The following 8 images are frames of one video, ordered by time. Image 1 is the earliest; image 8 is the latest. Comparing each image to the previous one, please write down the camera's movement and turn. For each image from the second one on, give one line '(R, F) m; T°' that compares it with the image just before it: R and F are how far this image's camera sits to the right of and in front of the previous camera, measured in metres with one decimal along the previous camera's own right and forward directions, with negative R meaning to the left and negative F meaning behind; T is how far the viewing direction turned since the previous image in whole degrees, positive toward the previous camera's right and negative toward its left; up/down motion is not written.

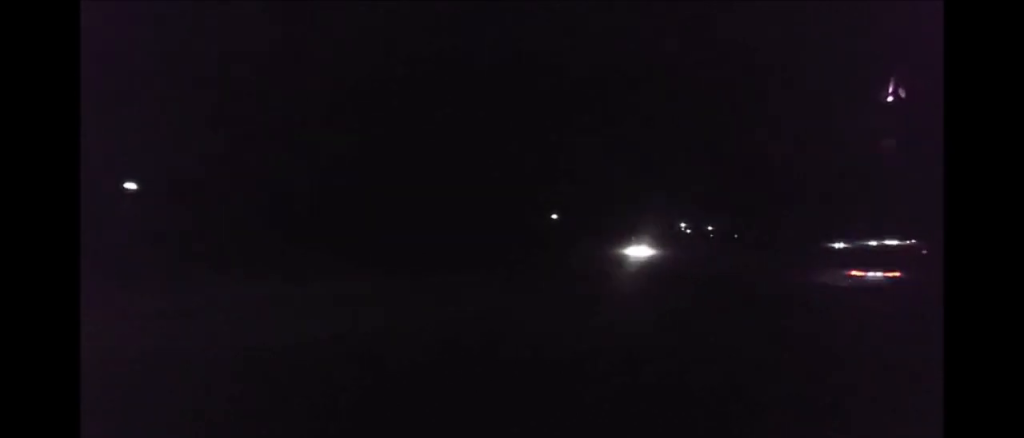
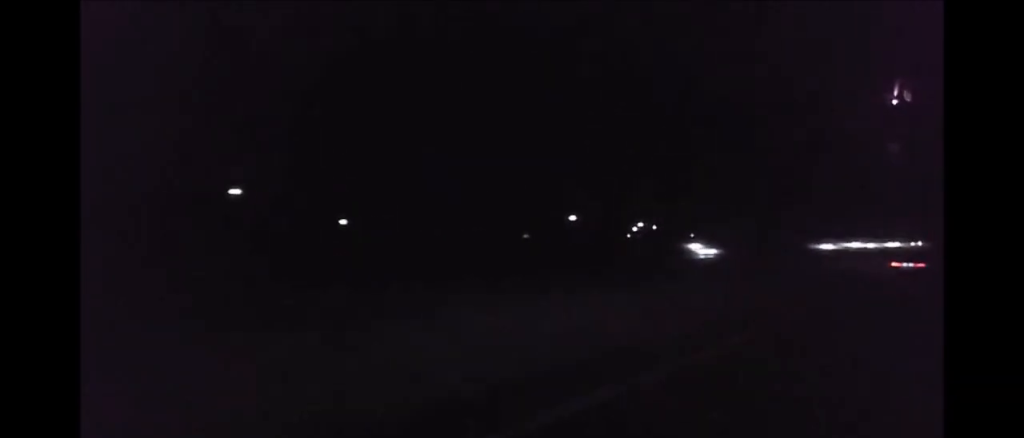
(+0.7, +69.2) m; +1°
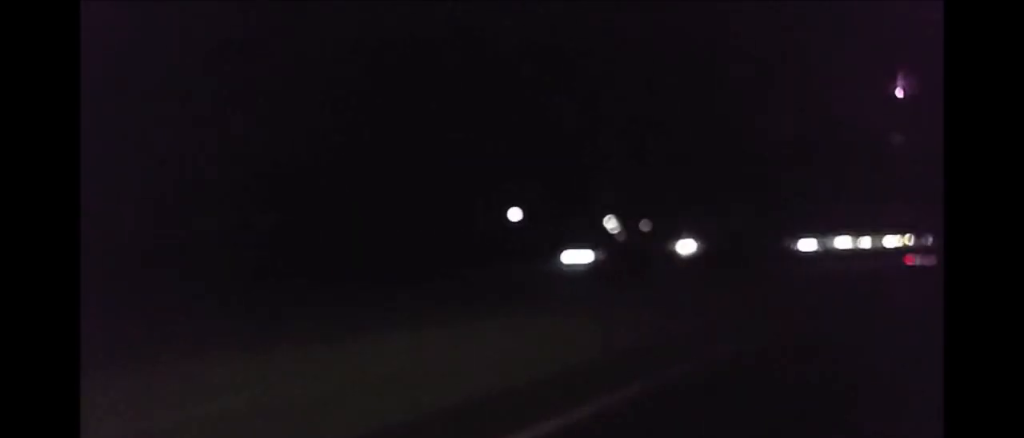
(0.0, +19.6) m; -1°
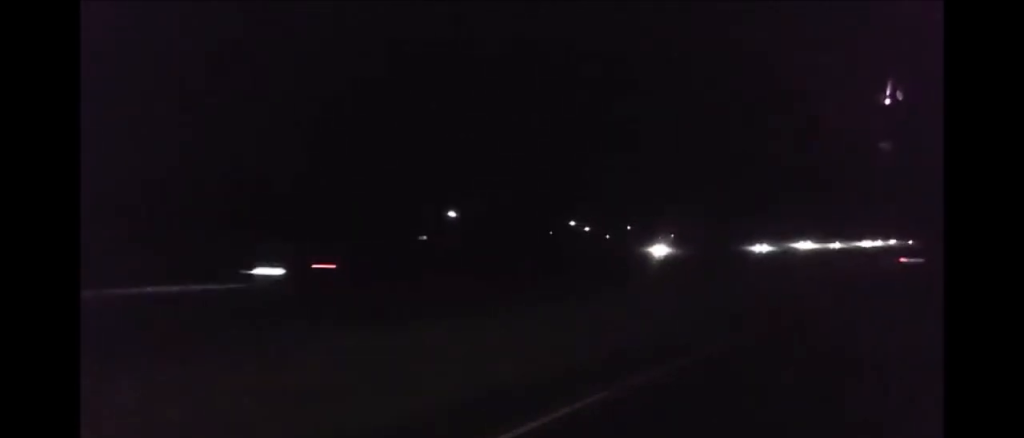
(-0.2, +19.7) m; 0°
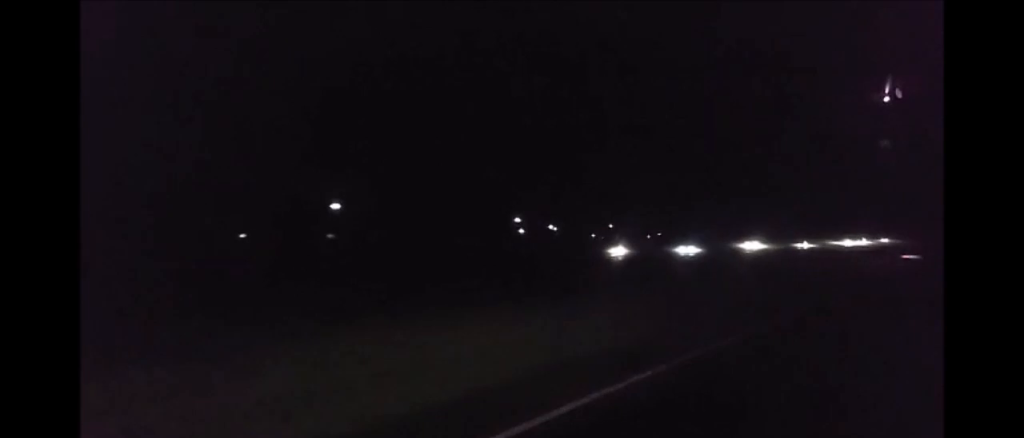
(-0.2, +23.5) m; 0°
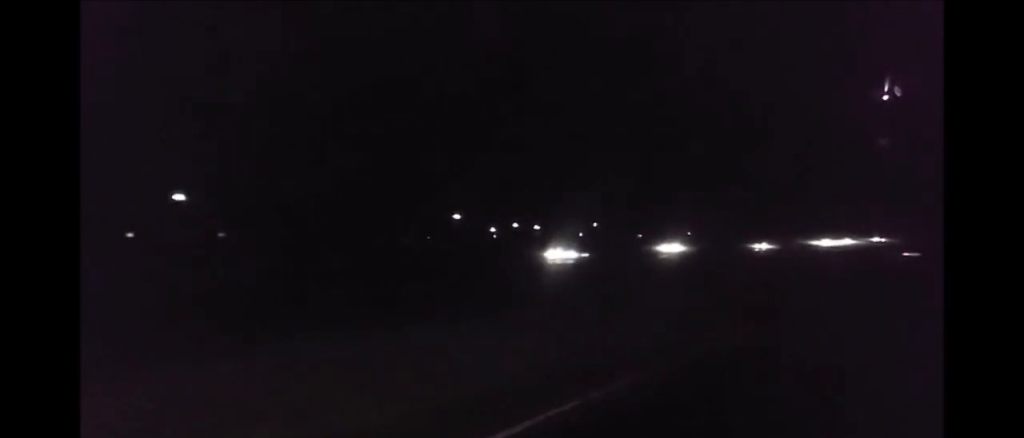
(+0.3, +19.8) m; +1°
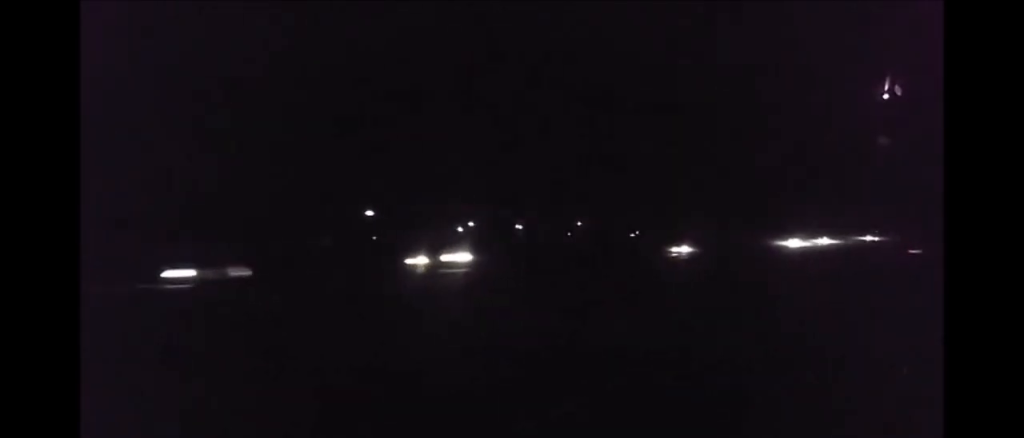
(0.0, +24.4) m; 0°
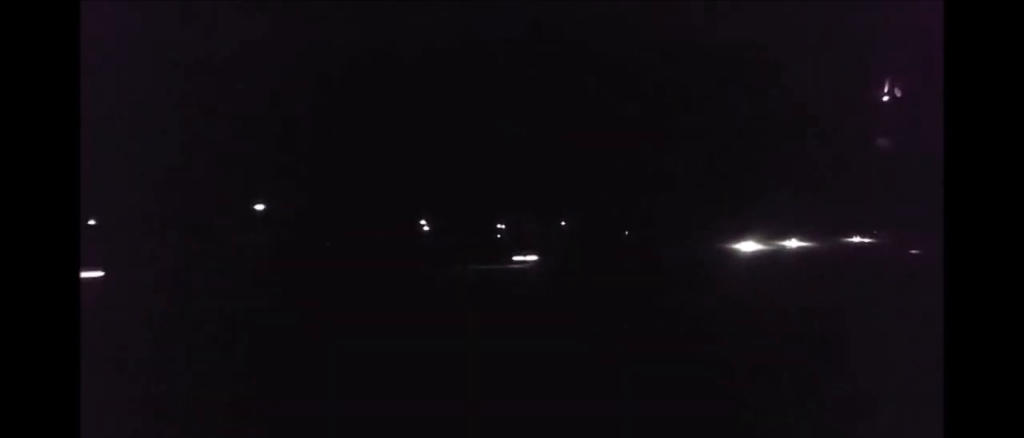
(0.0, +19.6) m; 0°
